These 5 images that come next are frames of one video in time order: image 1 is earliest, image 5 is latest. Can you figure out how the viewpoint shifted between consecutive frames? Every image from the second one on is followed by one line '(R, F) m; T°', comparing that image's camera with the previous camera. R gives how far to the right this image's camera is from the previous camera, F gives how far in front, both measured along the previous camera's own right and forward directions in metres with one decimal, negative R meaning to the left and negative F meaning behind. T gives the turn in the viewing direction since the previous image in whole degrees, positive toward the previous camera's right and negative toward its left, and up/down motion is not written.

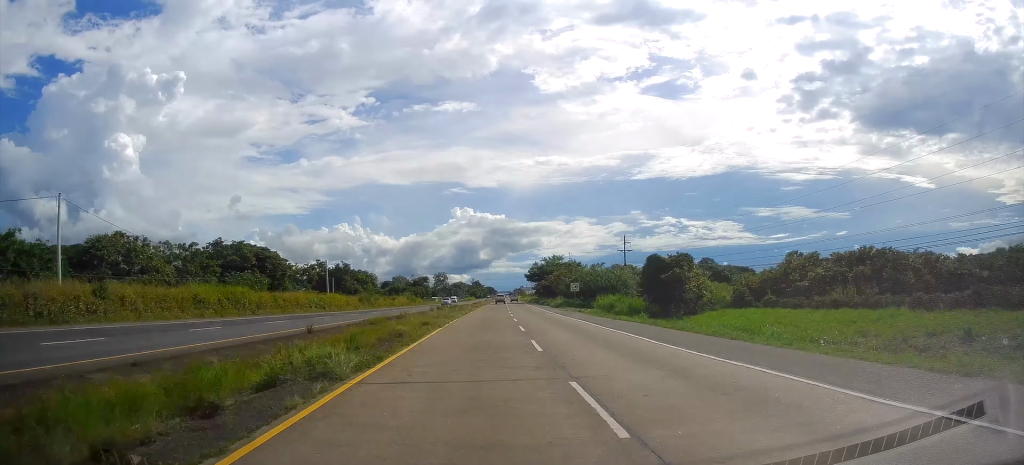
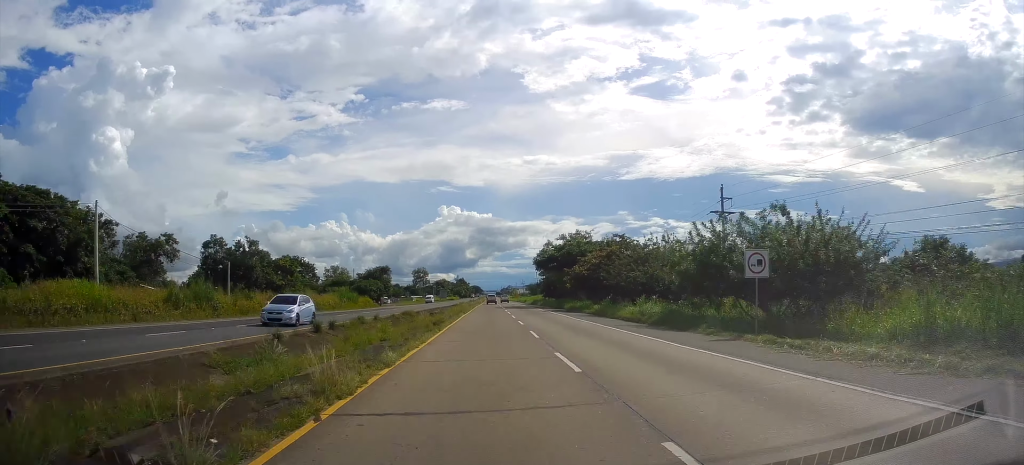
(+0.3, +45.6) m; +1°
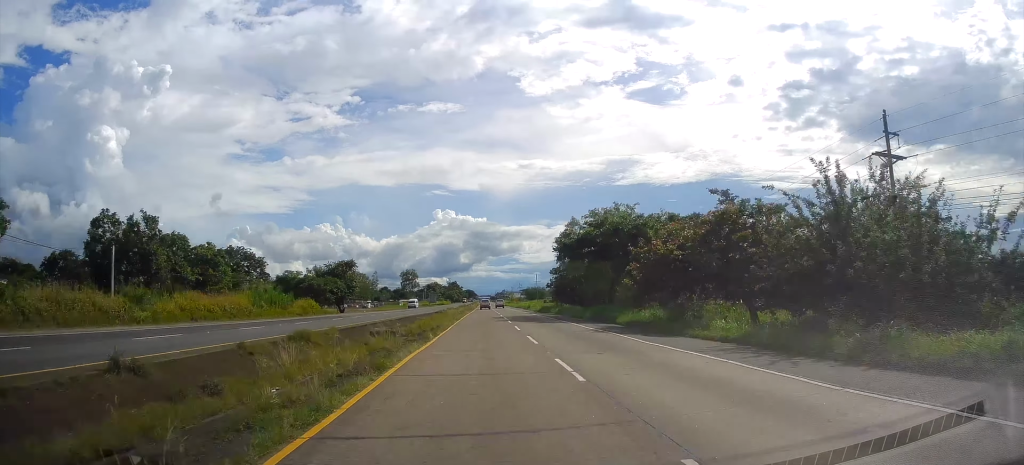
(-0.1, +25.1) m; +1°
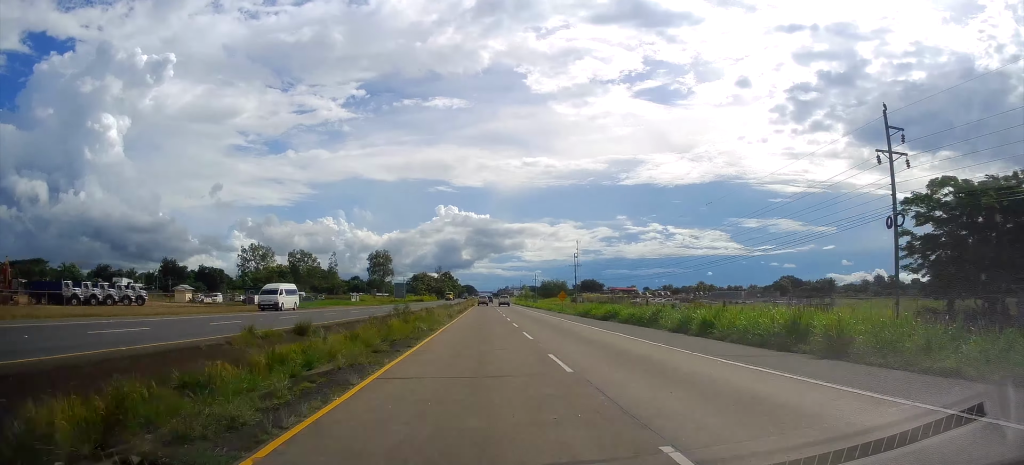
(+1.3, +93.2) m; +1°
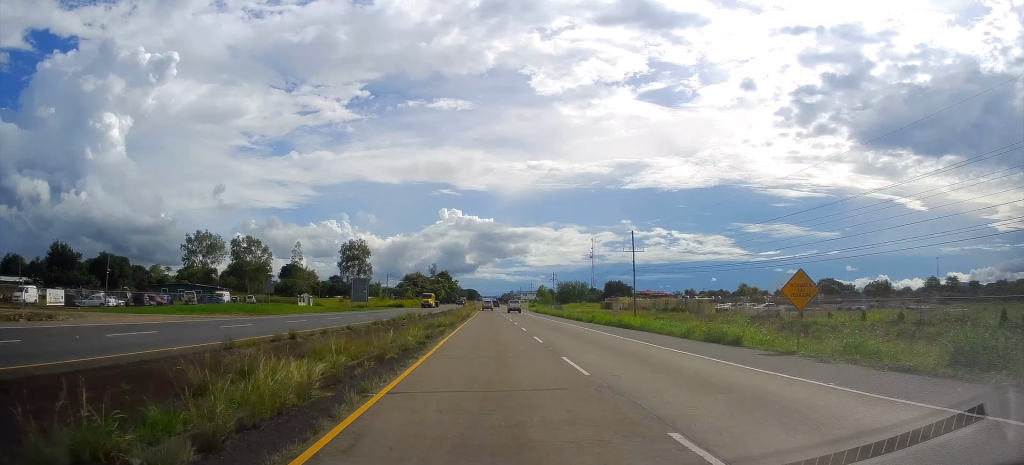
(-0.2, +49.9) m; 0°
